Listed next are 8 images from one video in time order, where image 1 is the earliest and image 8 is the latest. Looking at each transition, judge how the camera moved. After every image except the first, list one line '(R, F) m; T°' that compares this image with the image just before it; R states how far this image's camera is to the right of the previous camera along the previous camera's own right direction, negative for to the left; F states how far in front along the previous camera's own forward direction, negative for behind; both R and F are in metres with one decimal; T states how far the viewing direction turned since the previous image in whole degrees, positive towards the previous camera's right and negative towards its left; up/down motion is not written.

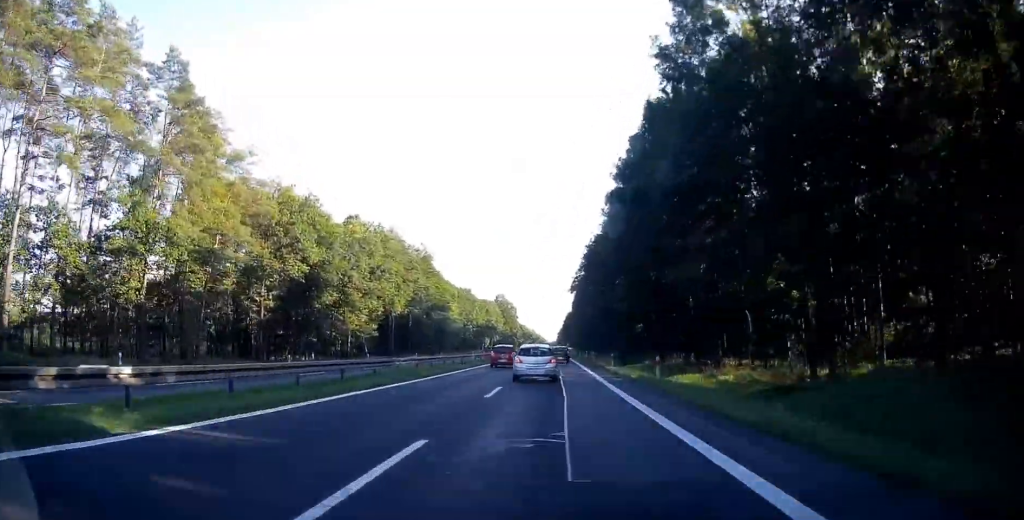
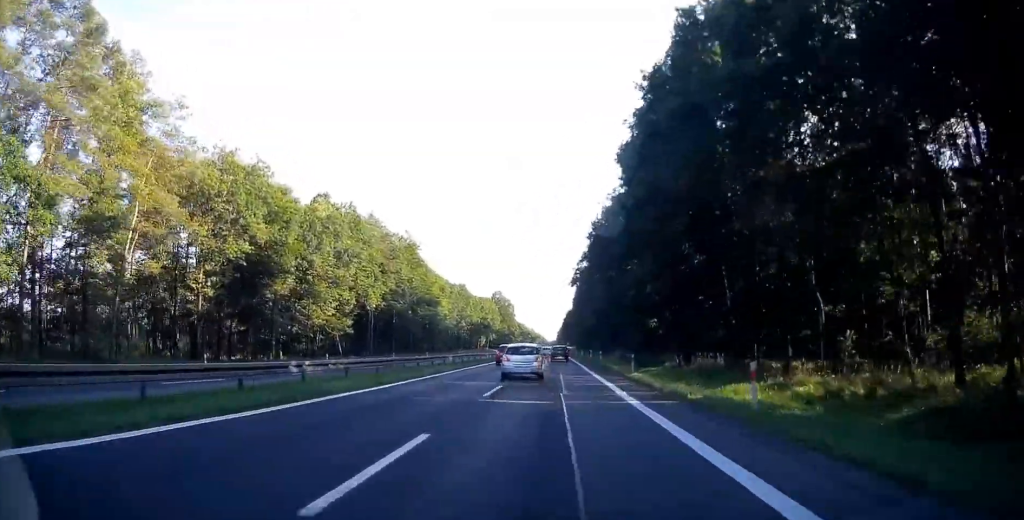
(0.0, +11.6) m; 0°
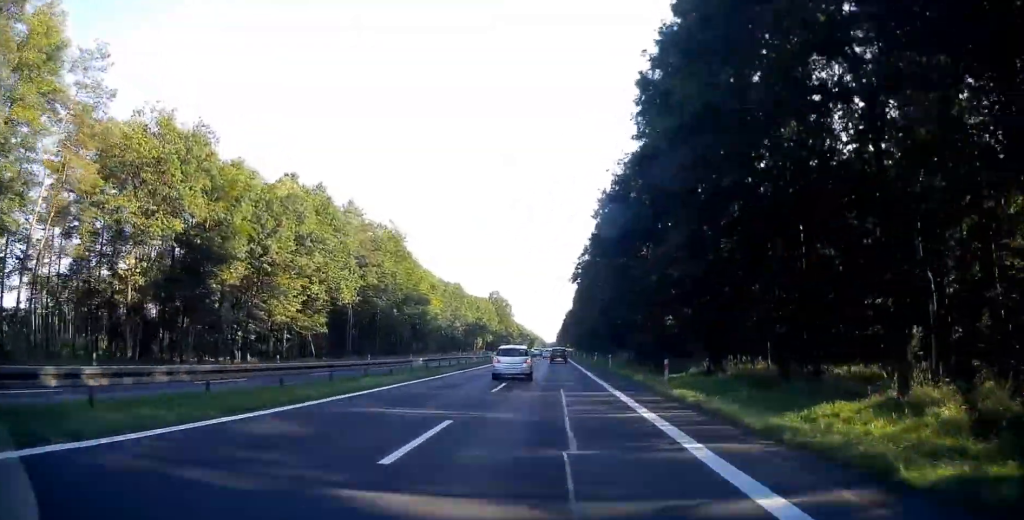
(0.0, +9.5) m; 0°
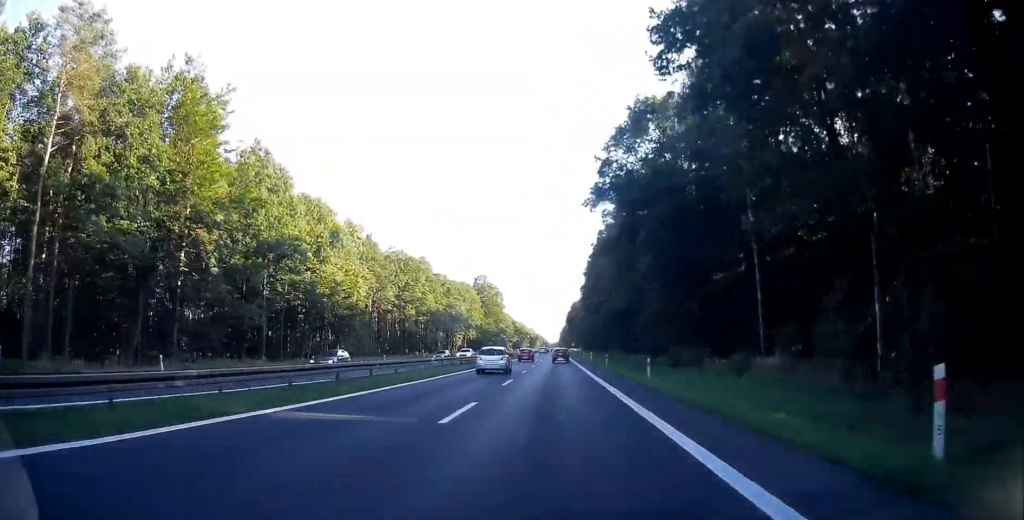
(+0.2, +54.8) m; +1°
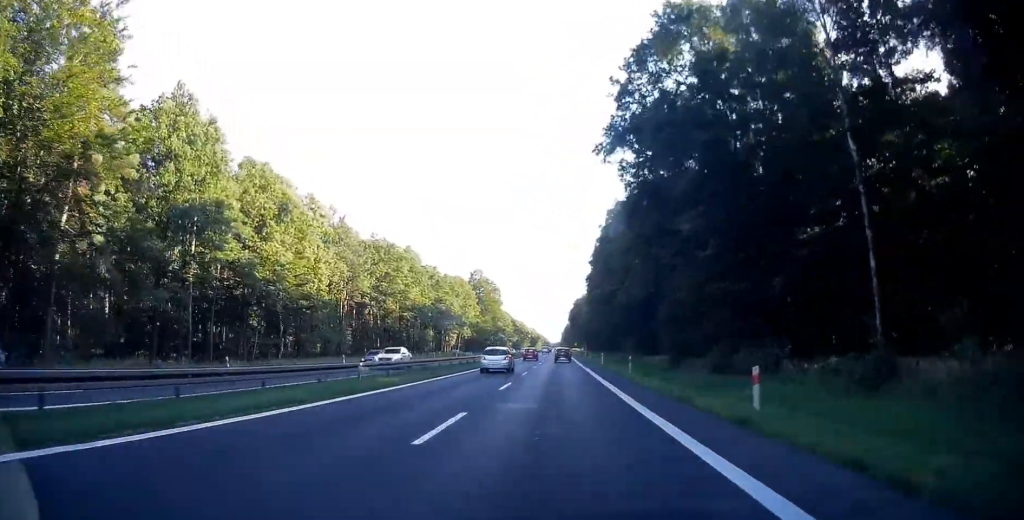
(0.0, +14.0) m; 0°
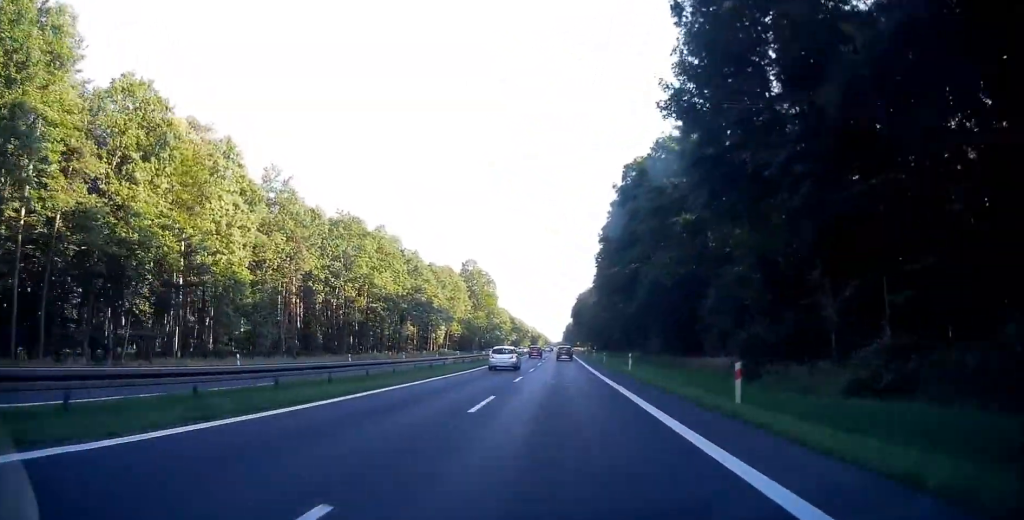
(0.0, +20.1) m; 0°
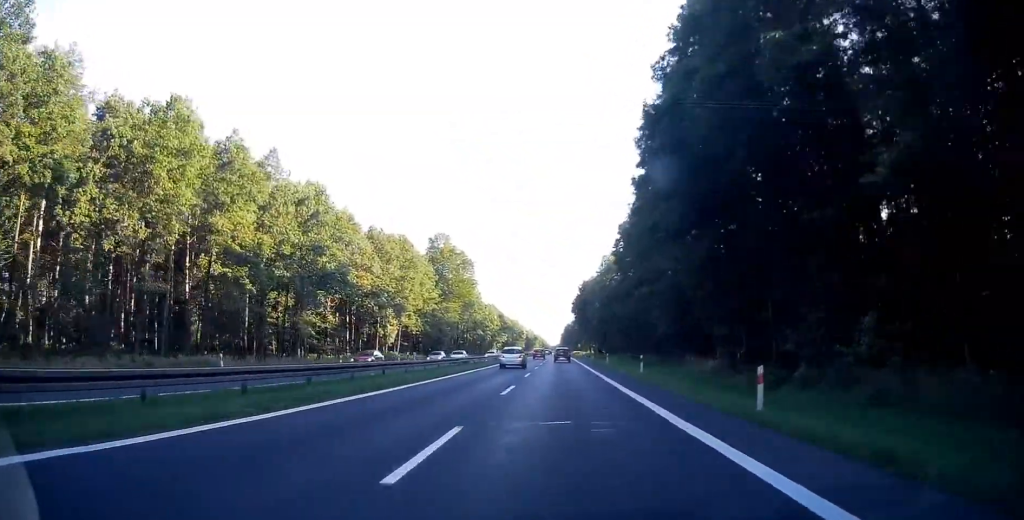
(+0.1, +47.7) m; 0°
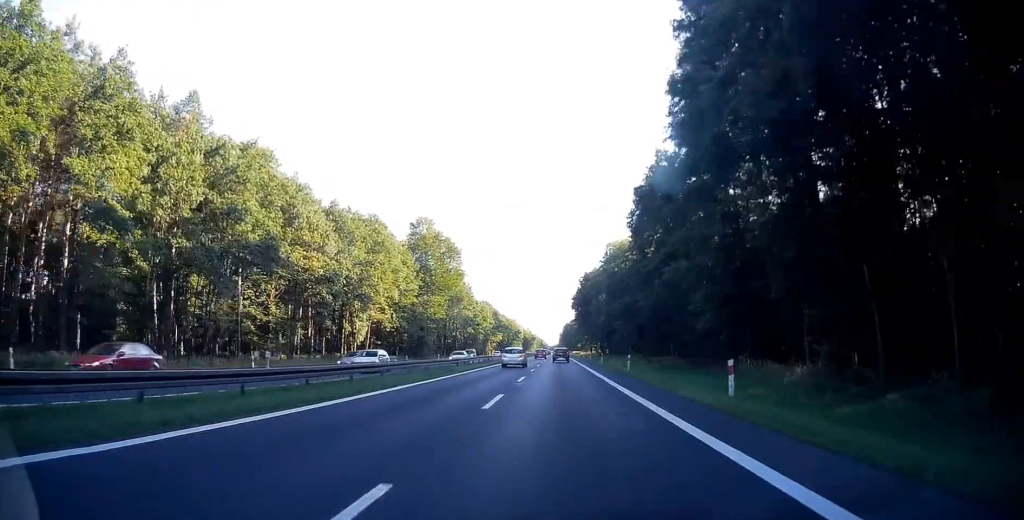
(0.0, +20.0) m; 0°
